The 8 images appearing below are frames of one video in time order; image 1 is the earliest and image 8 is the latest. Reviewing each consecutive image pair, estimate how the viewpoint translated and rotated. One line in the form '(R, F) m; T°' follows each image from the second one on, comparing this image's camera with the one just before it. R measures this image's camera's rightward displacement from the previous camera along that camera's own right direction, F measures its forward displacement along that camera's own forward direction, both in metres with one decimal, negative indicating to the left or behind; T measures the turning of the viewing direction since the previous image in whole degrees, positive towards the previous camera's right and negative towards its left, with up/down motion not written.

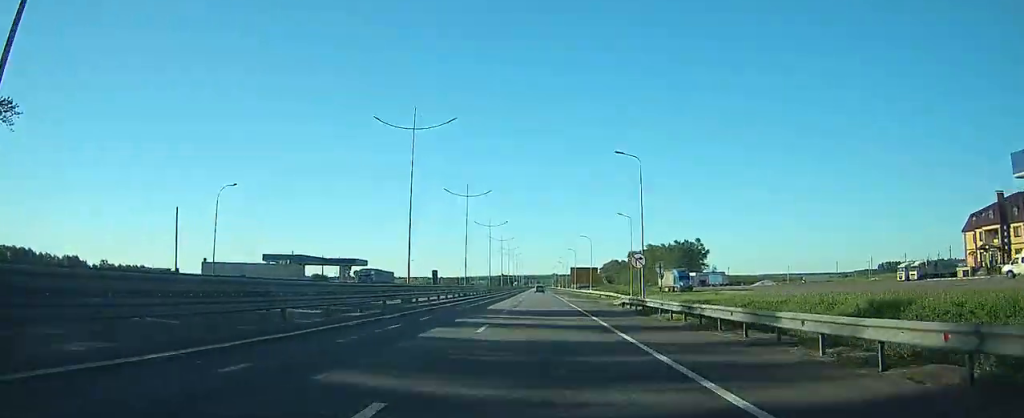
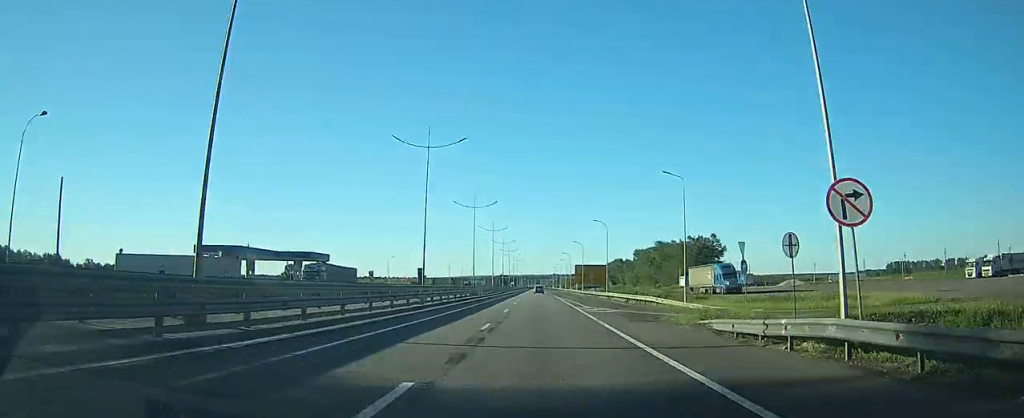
(+0.1, +22.9) m; 0°
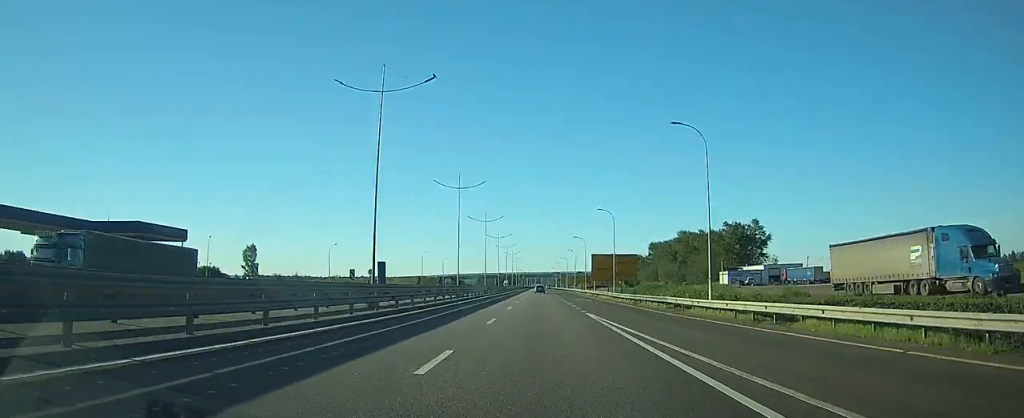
(0.0, +43.9) m; 0°
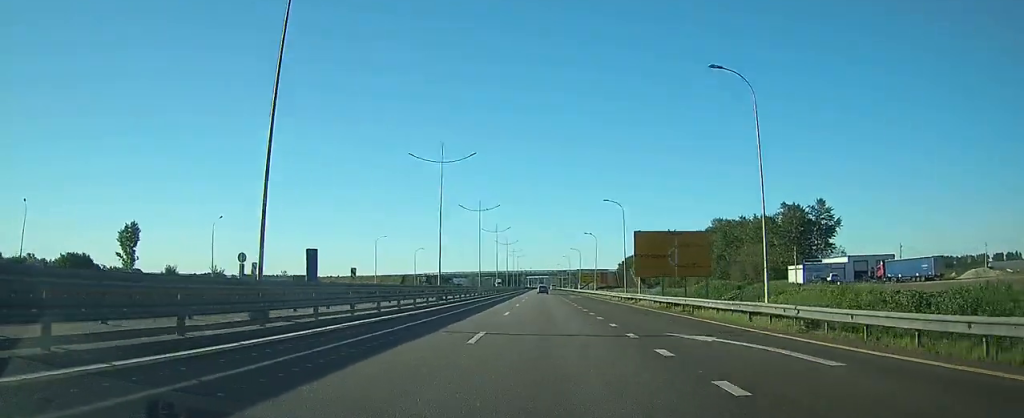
(-0.2, +42.2) m; 0°
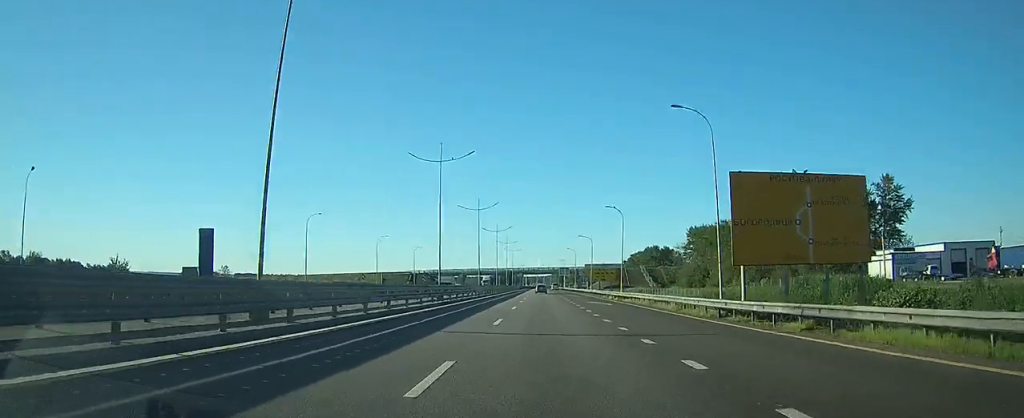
(0.0, +29.8) m; 0°
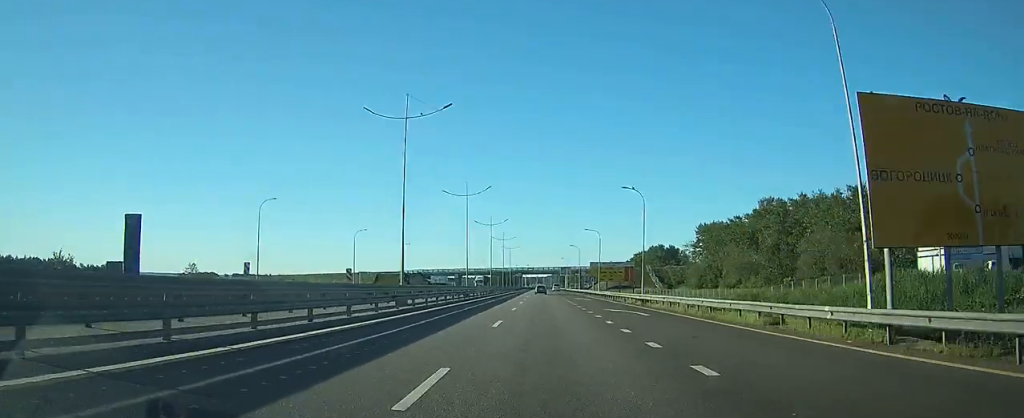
(0.0, +12.5) m; 0°
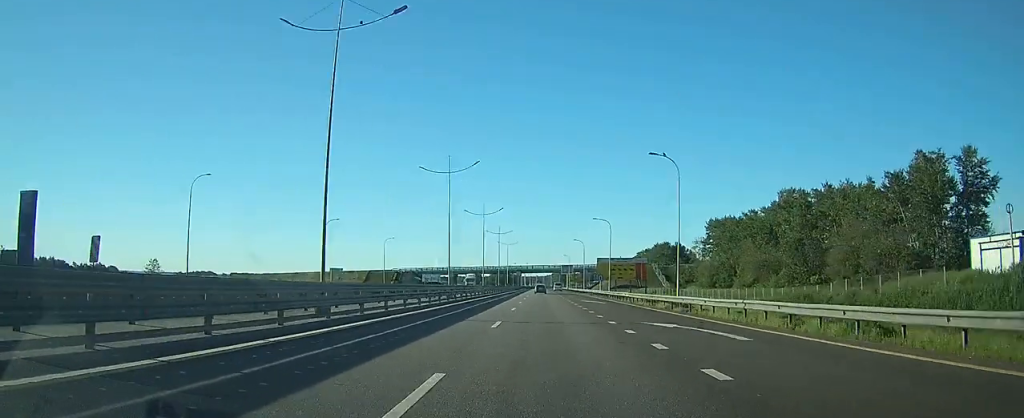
(0.0, +12.5) m; 0°
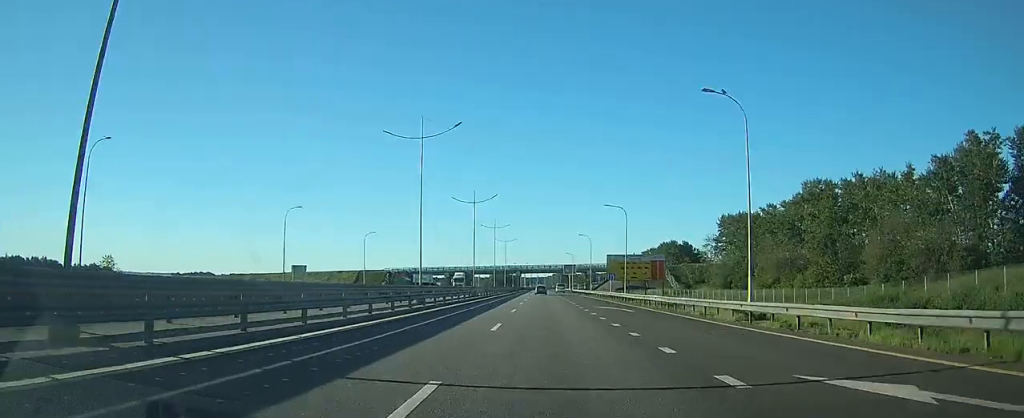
(0.0, +12.5) m; 0°
